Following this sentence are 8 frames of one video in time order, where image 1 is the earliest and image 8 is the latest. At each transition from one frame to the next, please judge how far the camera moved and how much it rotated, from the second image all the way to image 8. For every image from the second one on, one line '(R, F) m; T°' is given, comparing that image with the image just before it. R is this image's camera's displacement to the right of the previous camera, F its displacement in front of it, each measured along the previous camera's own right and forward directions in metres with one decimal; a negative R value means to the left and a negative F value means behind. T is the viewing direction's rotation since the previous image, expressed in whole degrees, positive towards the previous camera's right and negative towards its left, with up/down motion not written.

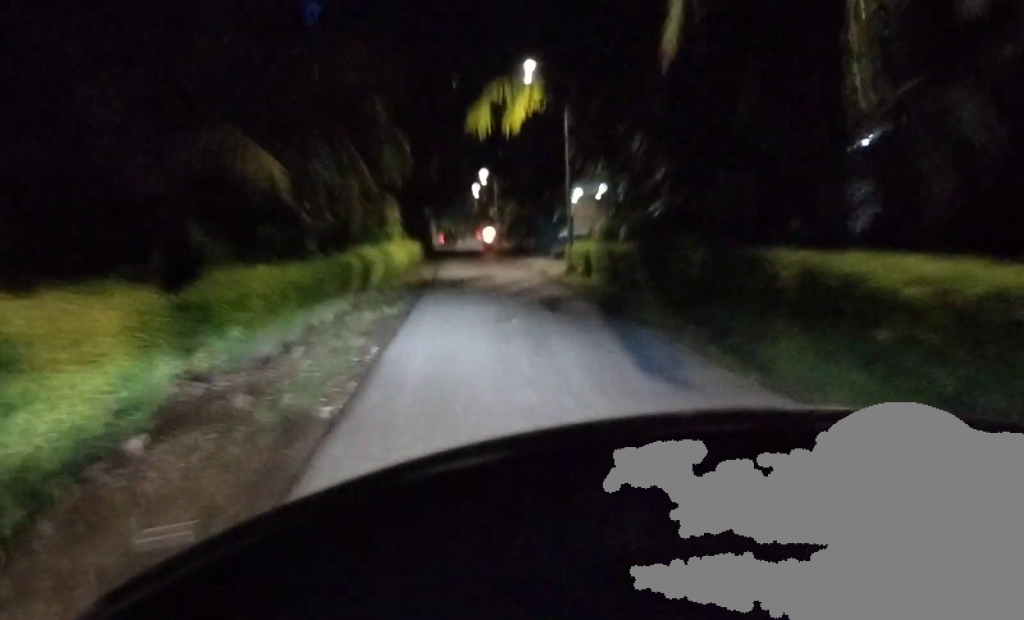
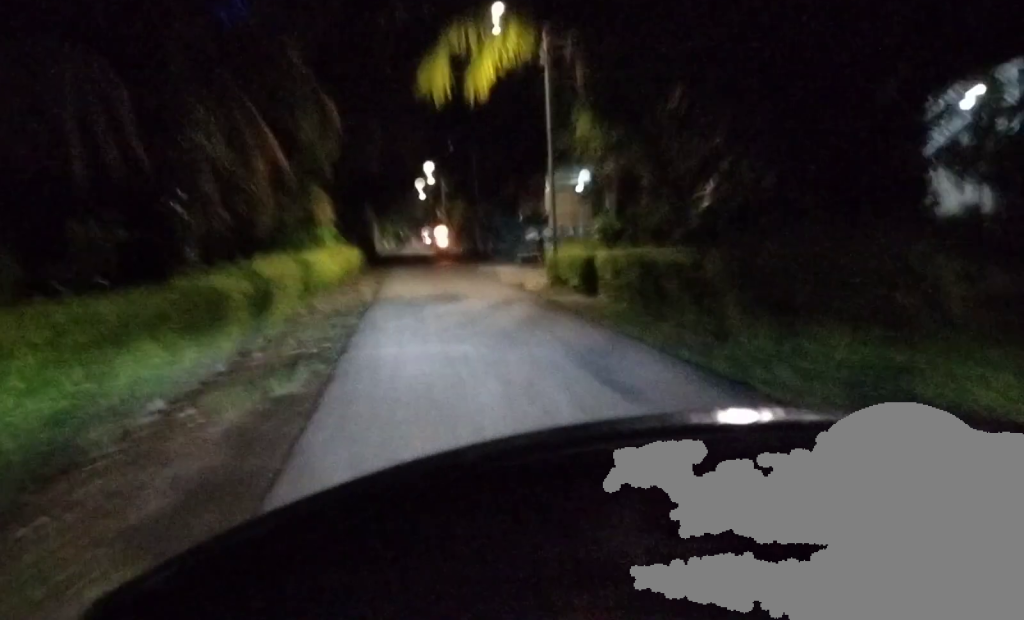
(+0.2, +7.6) m; -1°
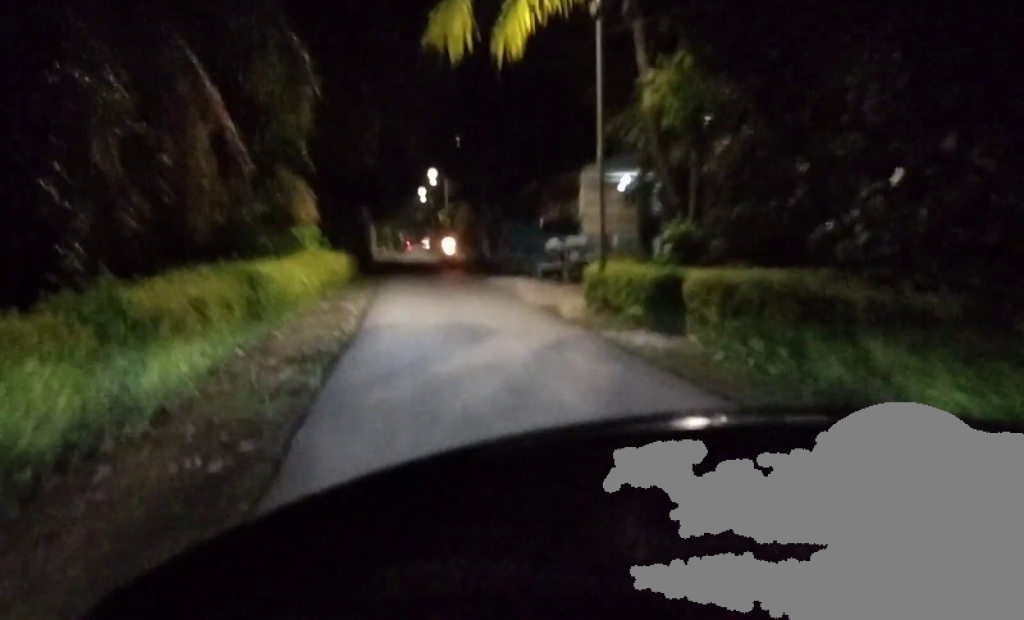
(-0.2, +5.3) m; -2°
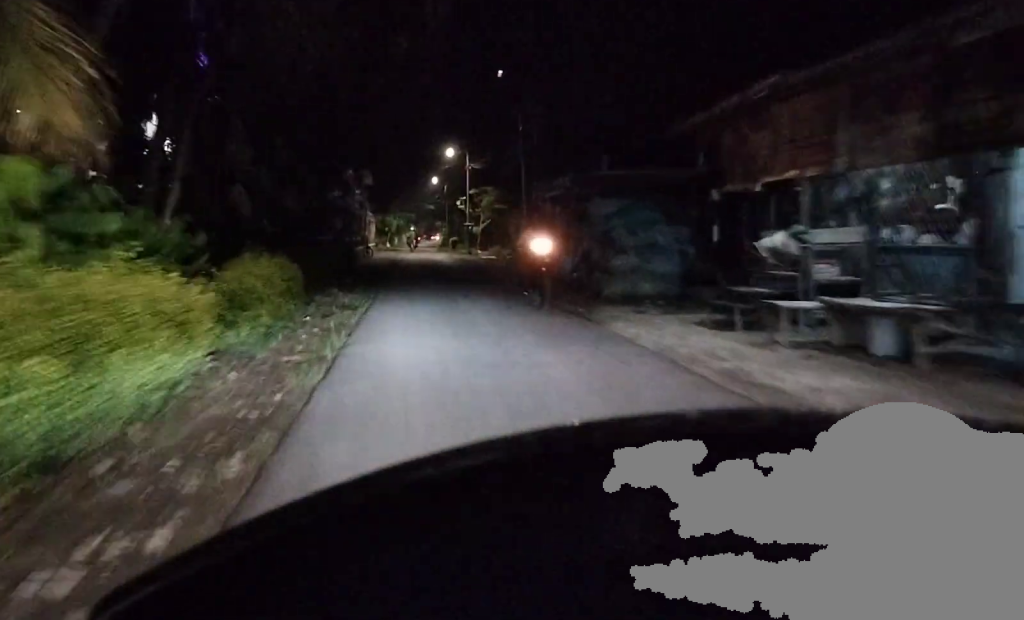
(+0.1, +17.7) m; +1°
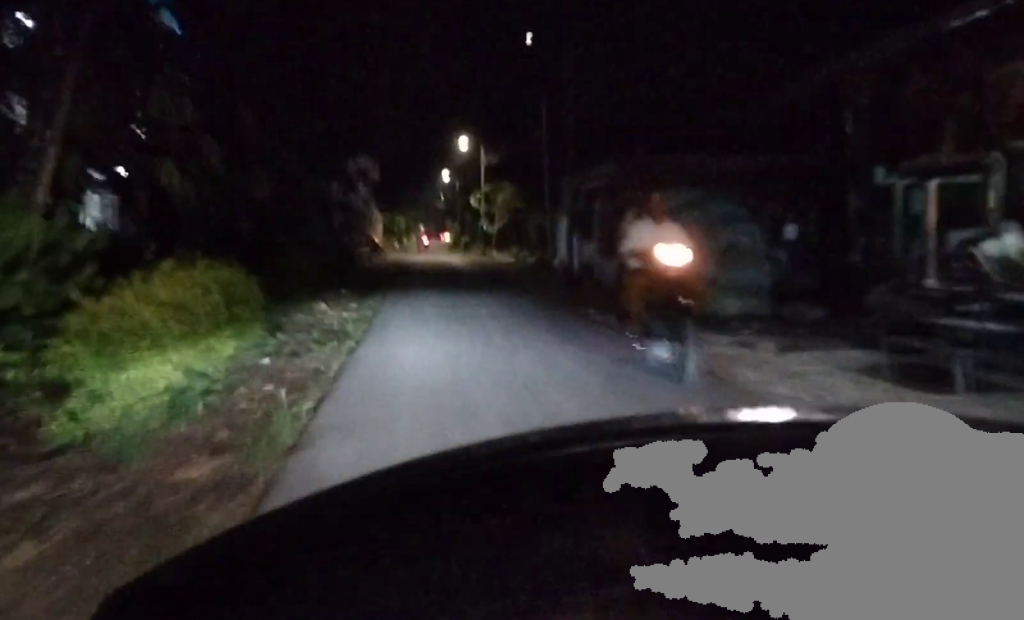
(0.0, +4.1) m; 0°
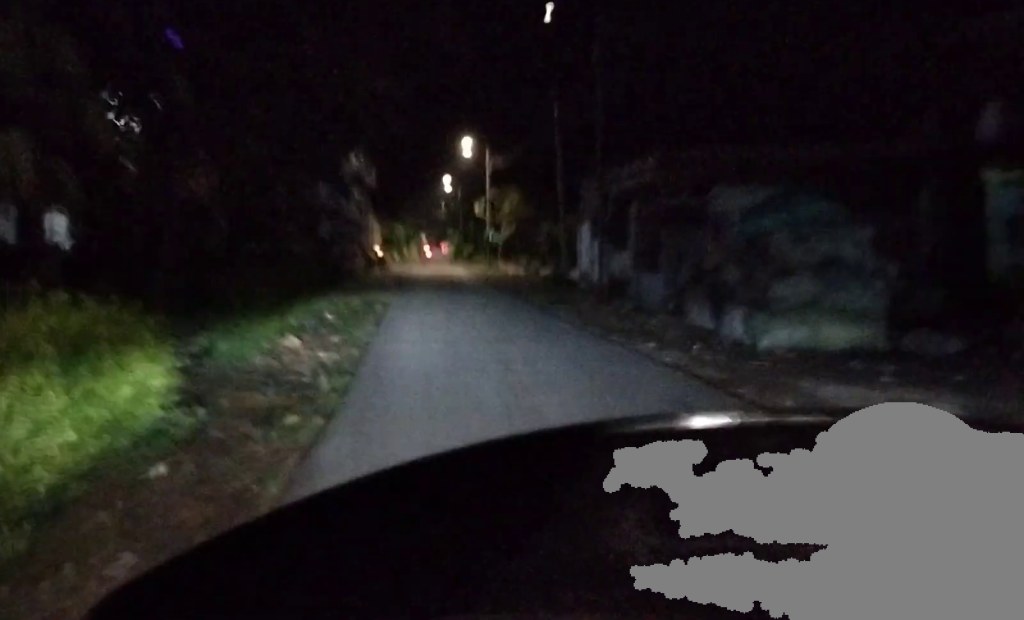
(0.0, +3.2) m; 0°
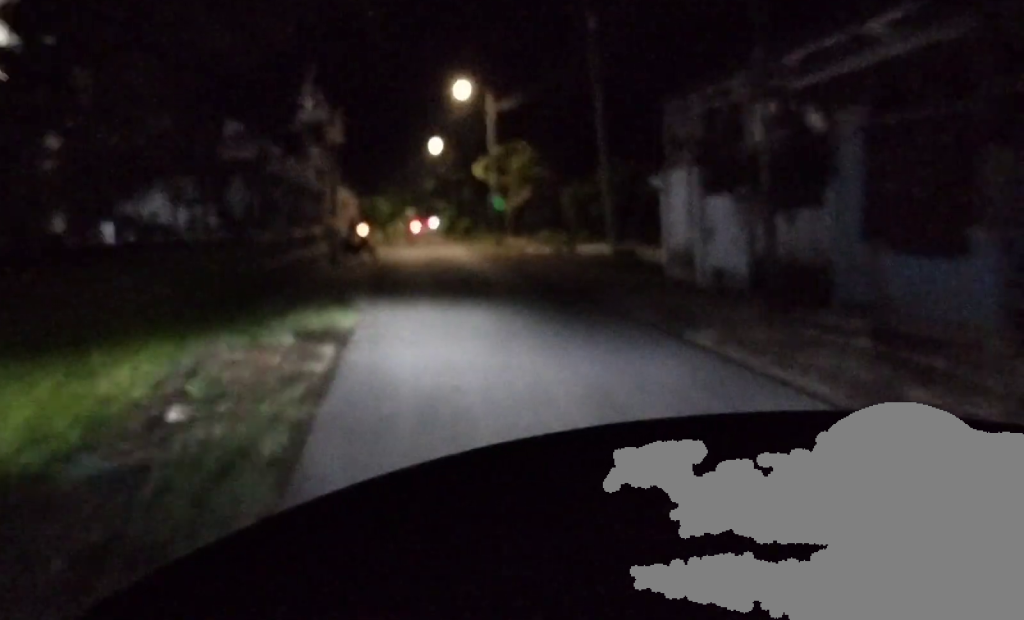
(0.0, +7.9) m; +1°
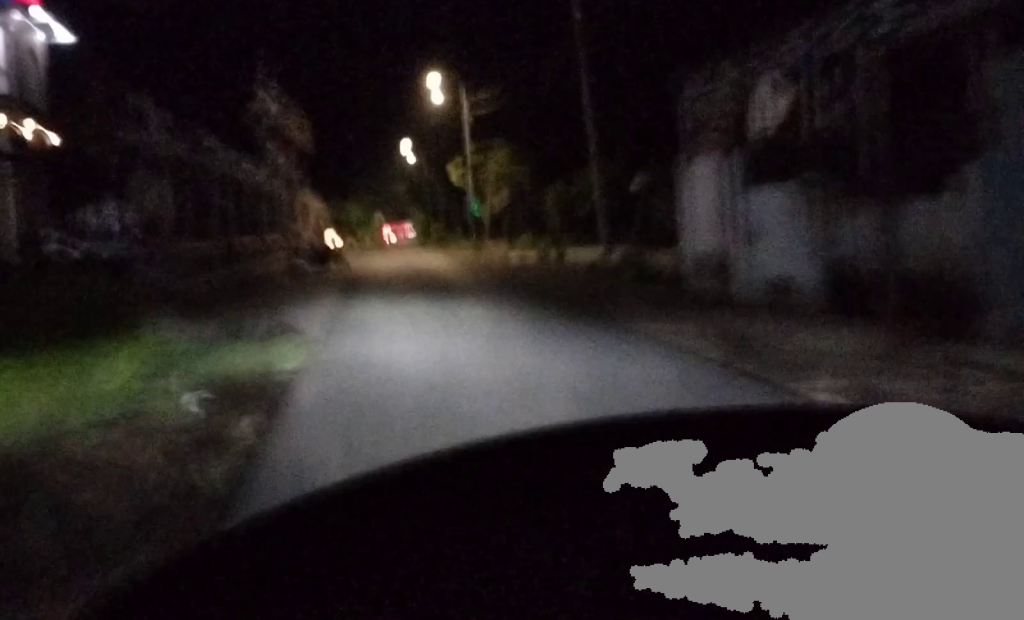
(0.0, +2.6) m; 0°
